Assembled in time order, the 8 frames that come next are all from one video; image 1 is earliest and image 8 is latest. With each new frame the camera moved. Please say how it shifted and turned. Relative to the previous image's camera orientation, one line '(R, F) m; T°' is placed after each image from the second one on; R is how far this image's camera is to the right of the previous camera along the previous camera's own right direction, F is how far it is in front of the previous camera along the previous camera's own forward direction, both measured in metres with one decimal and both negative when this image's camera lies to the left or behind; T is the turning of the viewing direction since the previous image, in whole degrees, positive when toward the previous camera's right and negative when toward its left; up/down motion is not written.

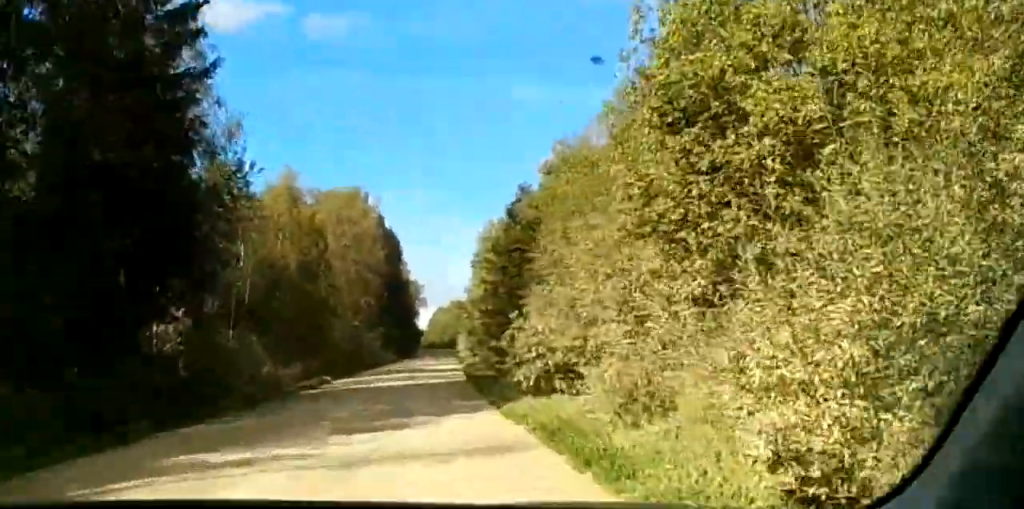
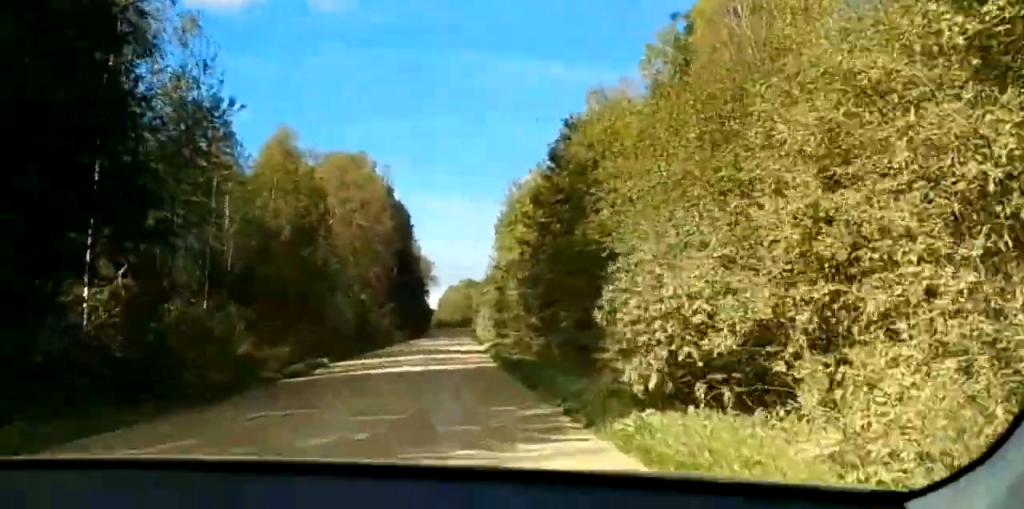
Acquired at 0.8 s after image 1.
(0.0, +9.0) m; +3°
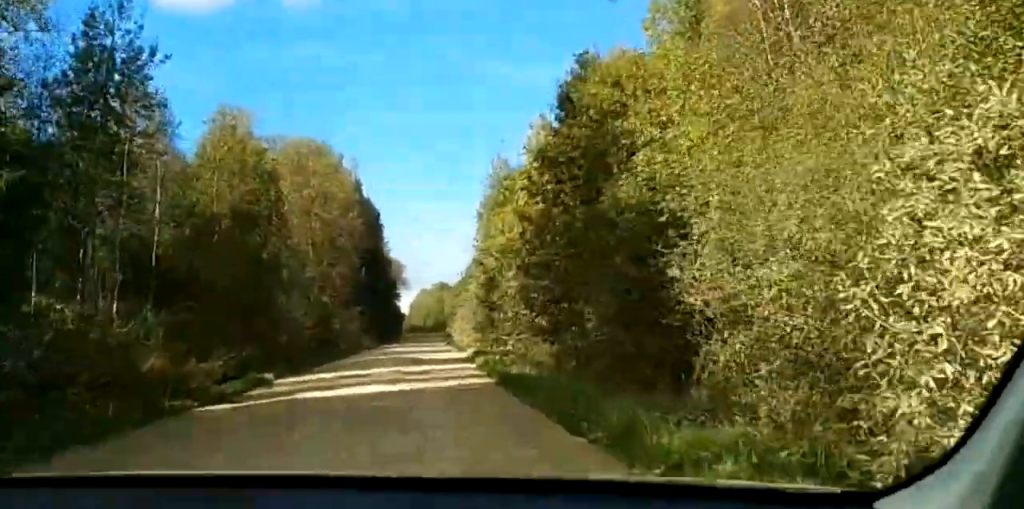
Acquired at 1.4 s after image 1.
(+0.3, +8.3) m; +2°
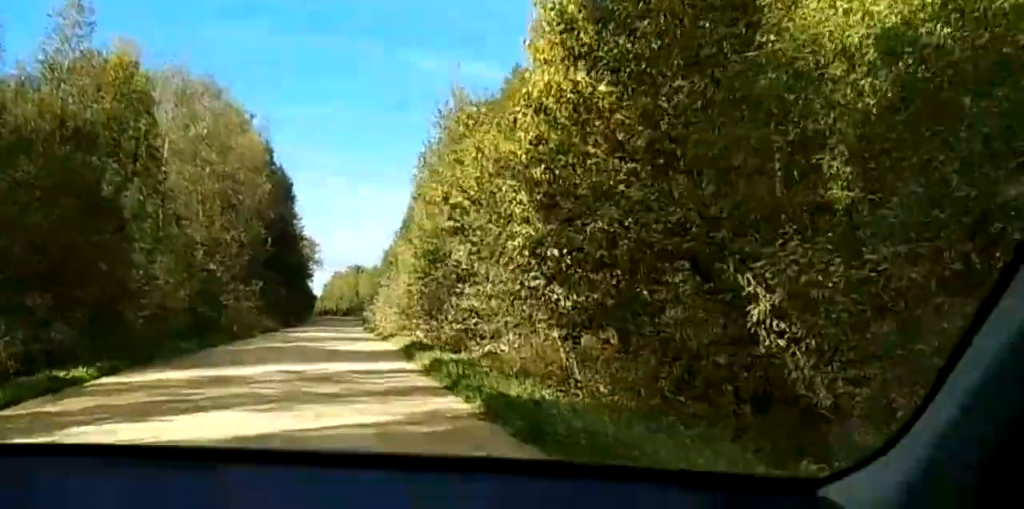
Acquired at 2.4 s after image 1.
(+0.4, +12.0) m; +2°
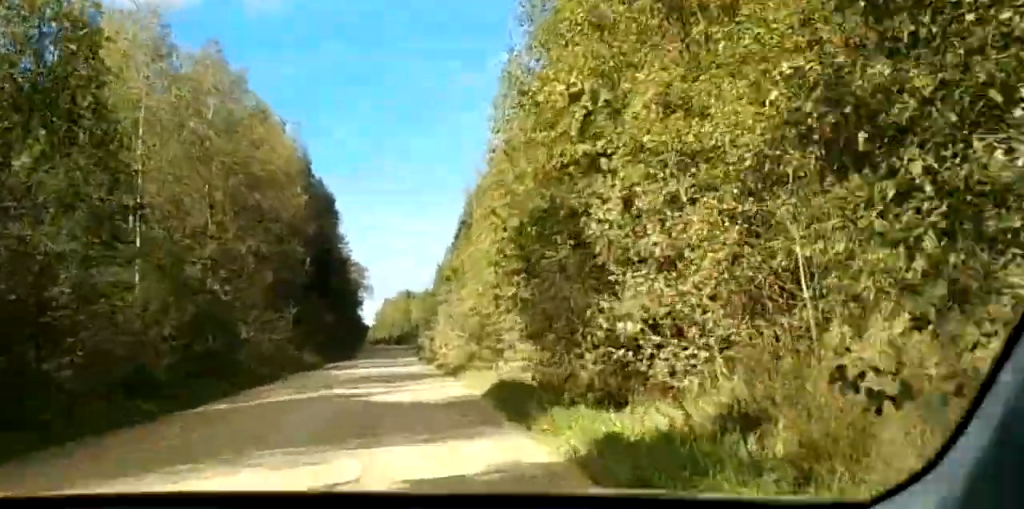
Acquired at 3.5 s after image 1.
(0.0, +14.3) m; 0°
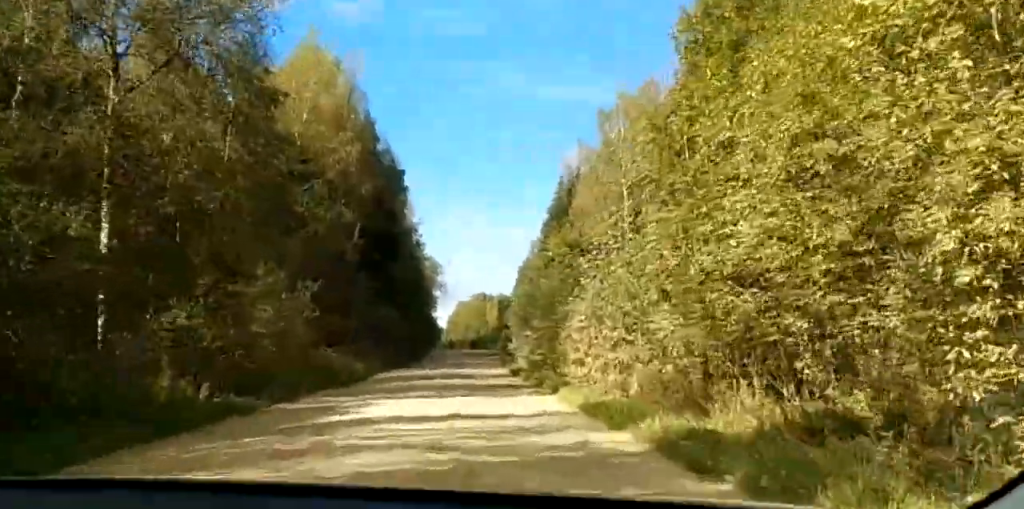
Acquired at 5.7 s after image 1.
(0.0, +27.4) m; 0°
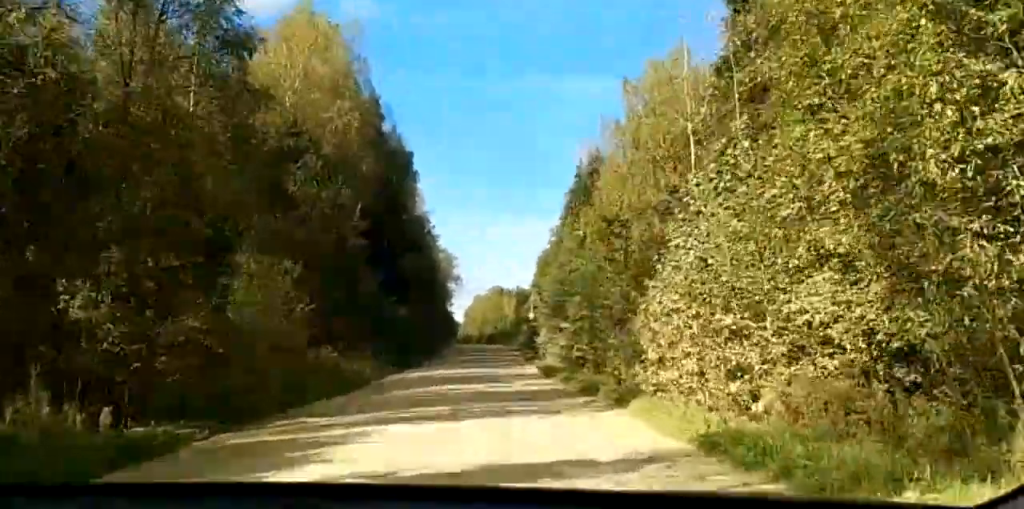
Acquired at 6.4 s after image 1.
(0.0, +9.2) m; -1°
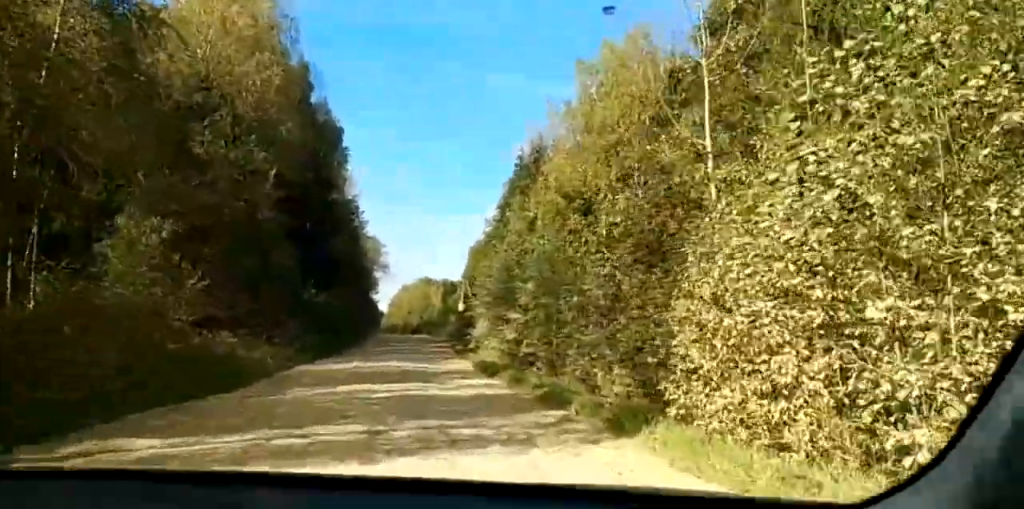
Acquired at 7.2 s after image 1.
(-0.1, +9.0) m; -1°
